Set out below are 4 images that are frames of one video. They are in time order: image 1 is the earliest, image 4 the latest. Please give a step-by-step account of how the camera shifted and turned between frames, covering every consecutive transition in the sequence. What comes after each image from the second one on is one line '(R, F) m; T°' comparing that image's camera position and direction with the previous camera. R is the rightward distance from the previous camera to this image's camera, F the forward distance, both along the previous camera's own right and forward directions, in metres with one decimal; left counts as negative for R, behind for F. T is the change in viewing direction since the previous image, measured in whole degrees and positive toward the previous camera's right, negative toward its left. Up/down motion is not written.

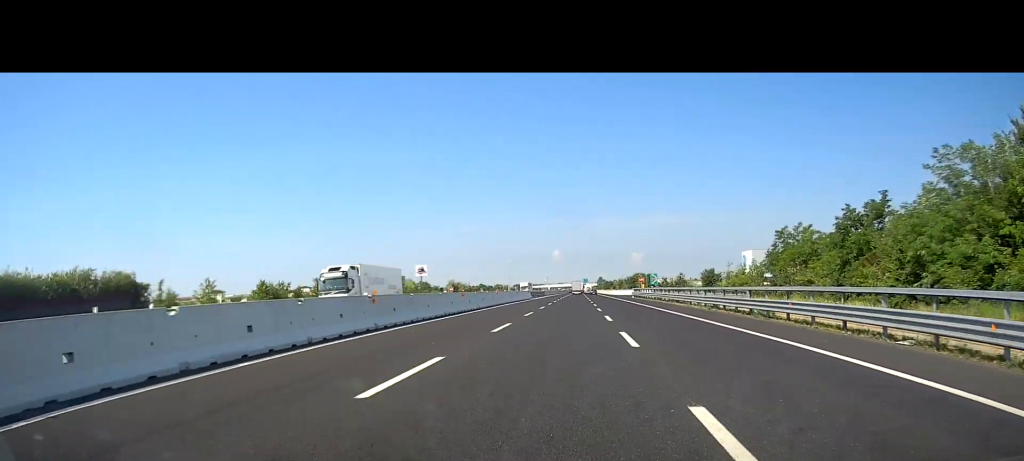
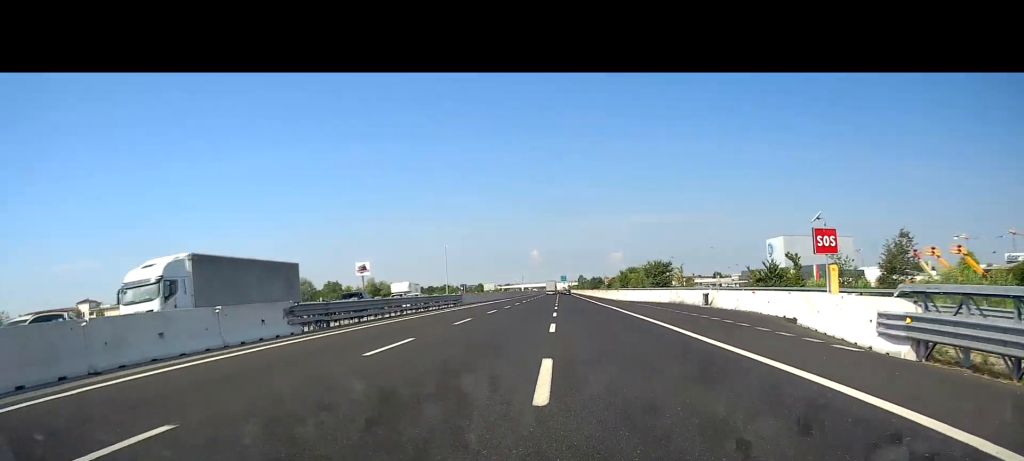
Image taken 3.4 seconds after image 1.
(+2.5, +88.6) m; +2°
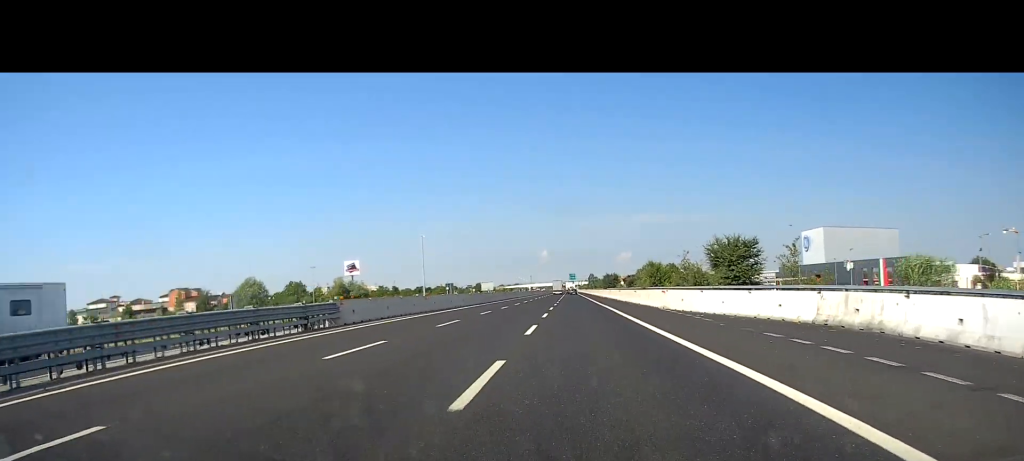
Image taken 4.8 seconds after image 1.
(-0.3, +35.9) m; 0°
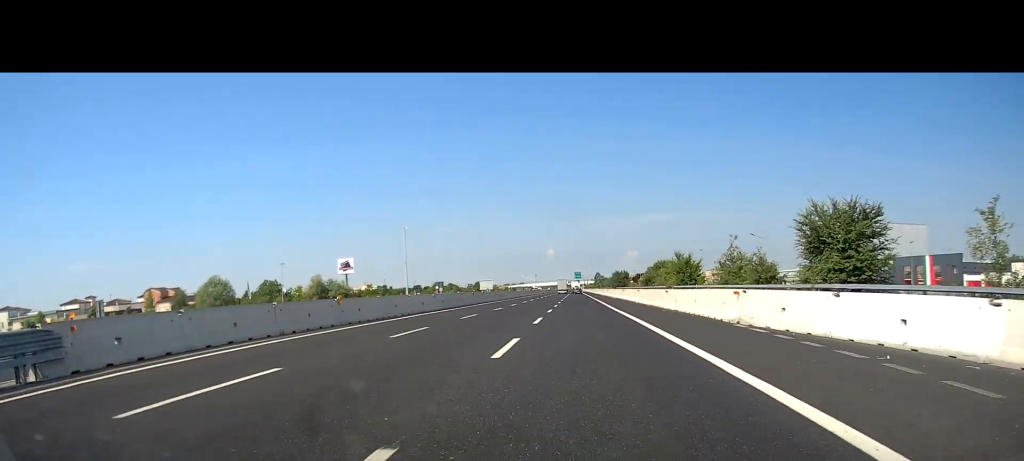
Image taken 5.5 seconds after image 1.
(+0.1, +18.5) m; 0°
